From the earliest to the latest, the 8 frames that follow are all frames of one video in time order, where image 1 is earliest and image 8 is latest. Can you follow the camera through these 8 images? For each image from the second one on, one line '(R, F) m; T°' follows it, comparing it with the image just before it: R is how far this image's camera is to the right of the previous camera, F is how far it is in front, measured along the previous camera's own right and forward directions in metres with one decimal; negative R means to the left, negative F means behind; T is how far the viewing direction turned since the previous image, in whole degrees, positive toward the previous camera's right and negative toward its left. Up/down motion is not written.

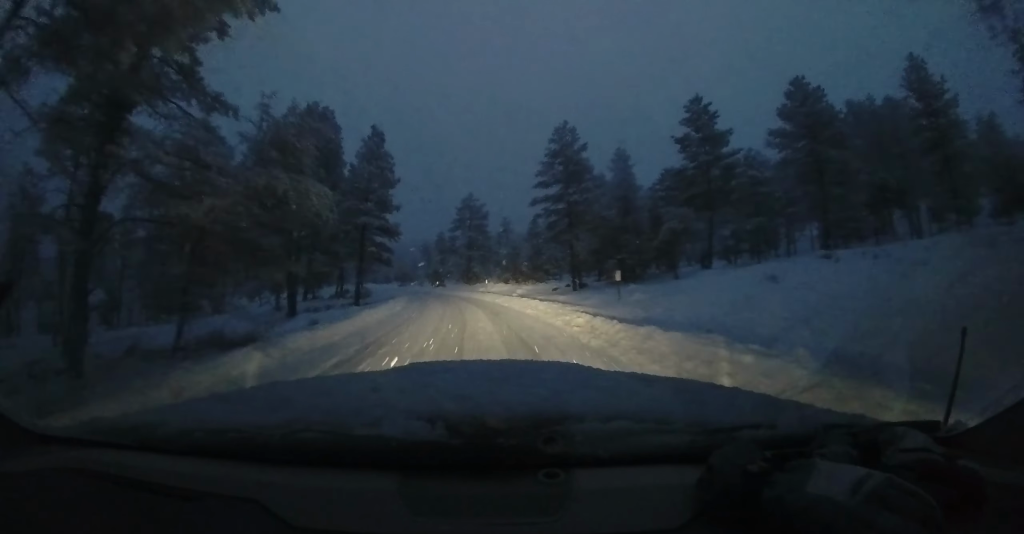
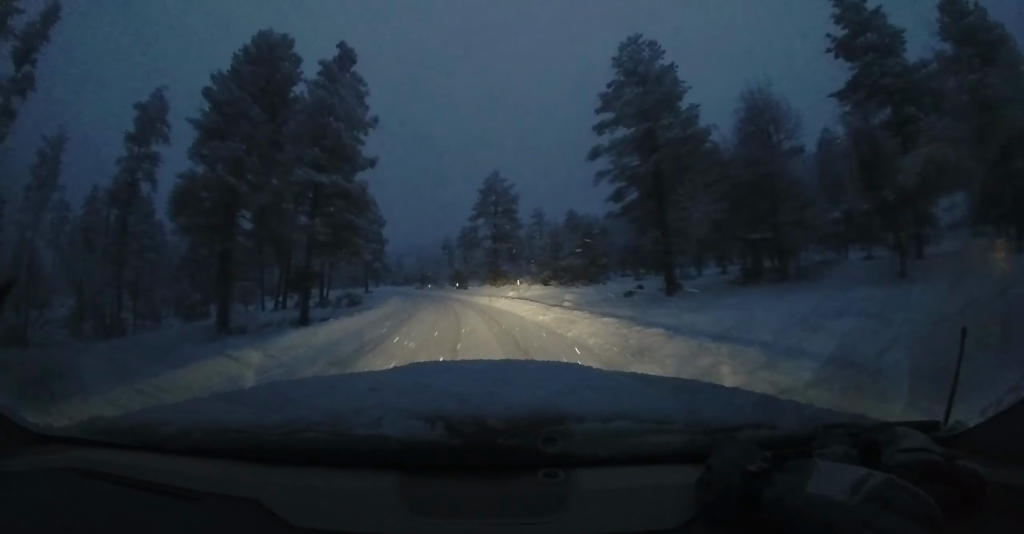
(-0.9, +12.9) m; -5°
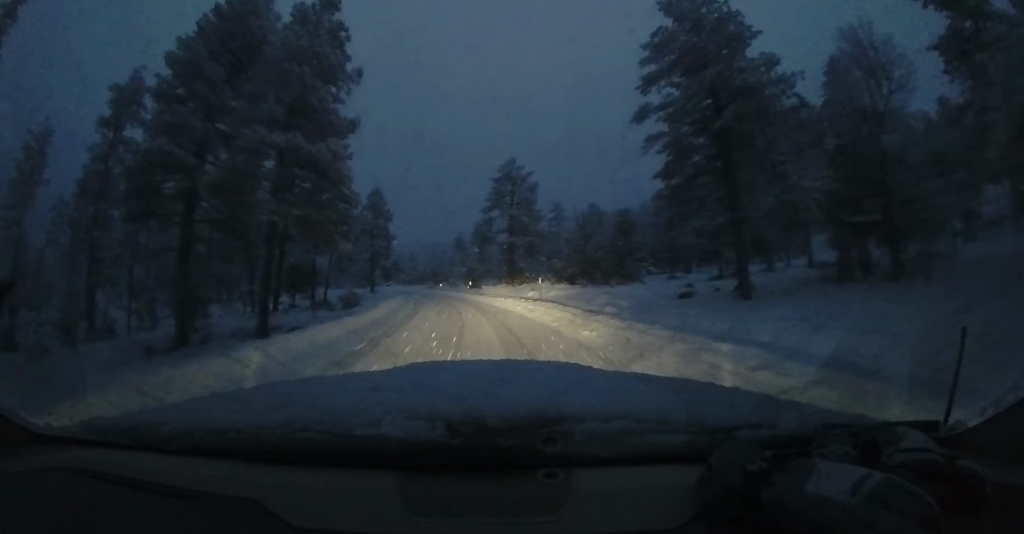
(0.0, +4.9) m; -1°
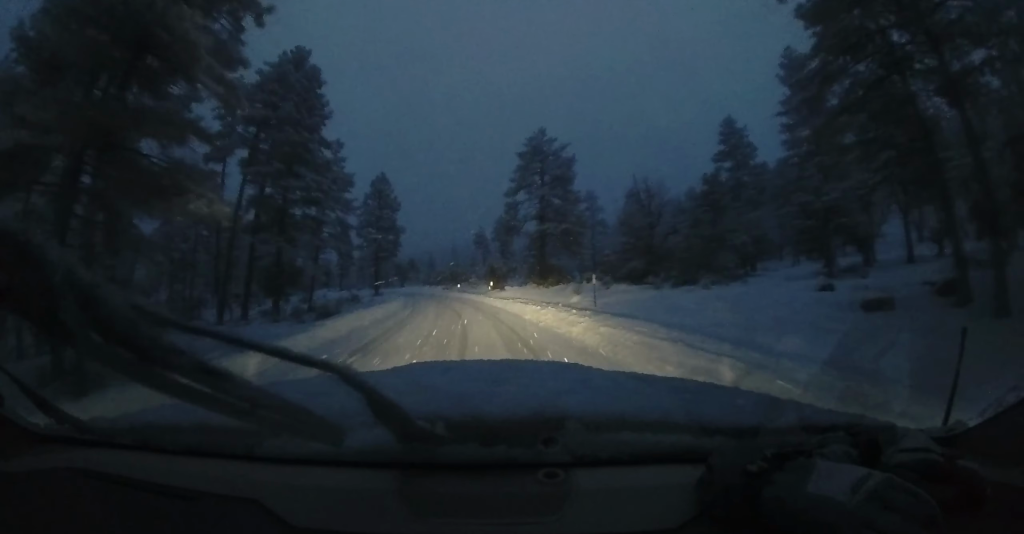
(-0.1, +8.9) m; -2°
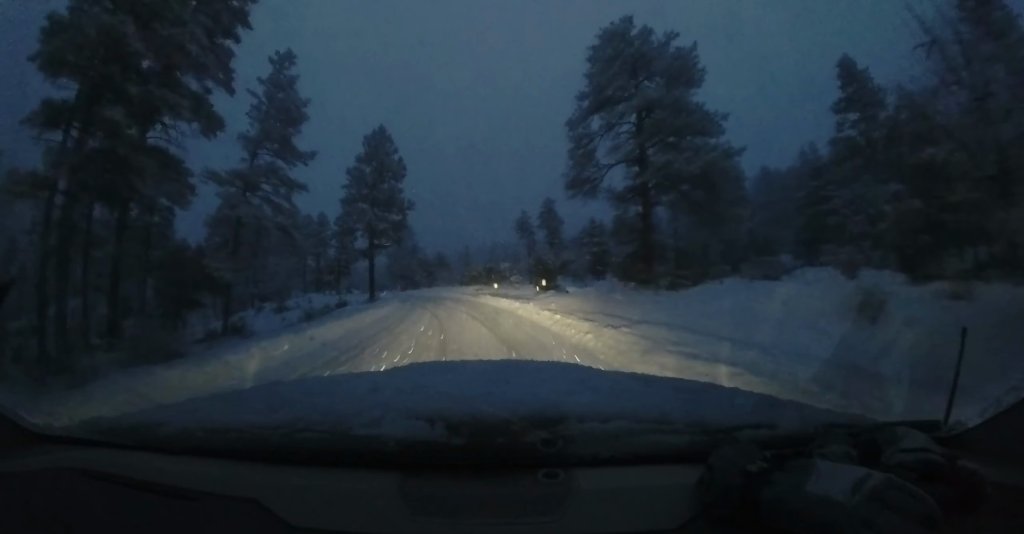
(-0.7, +15.5) m; -5°
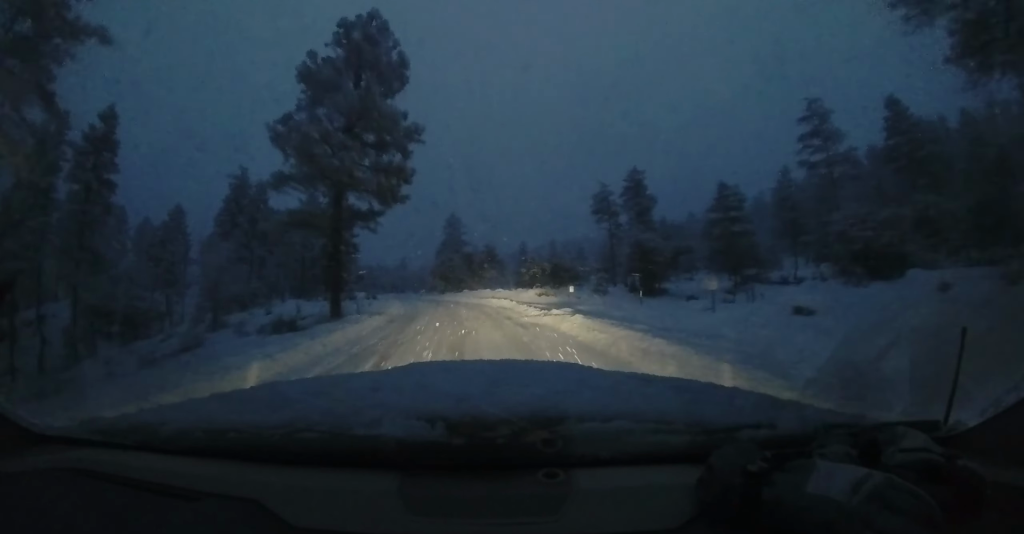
(-1.1, +16.6) m; -10°
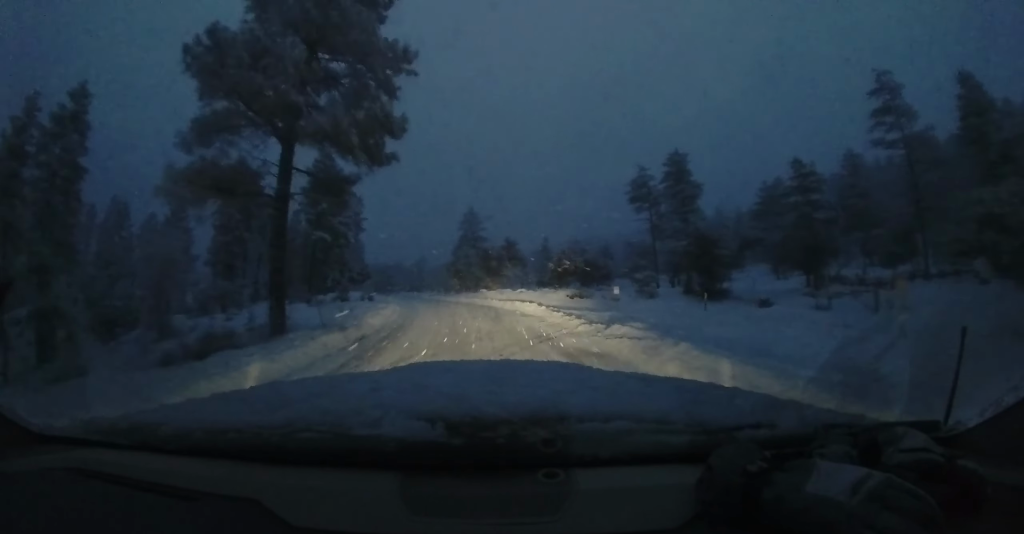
(-0.1, +5.9) m; -5°
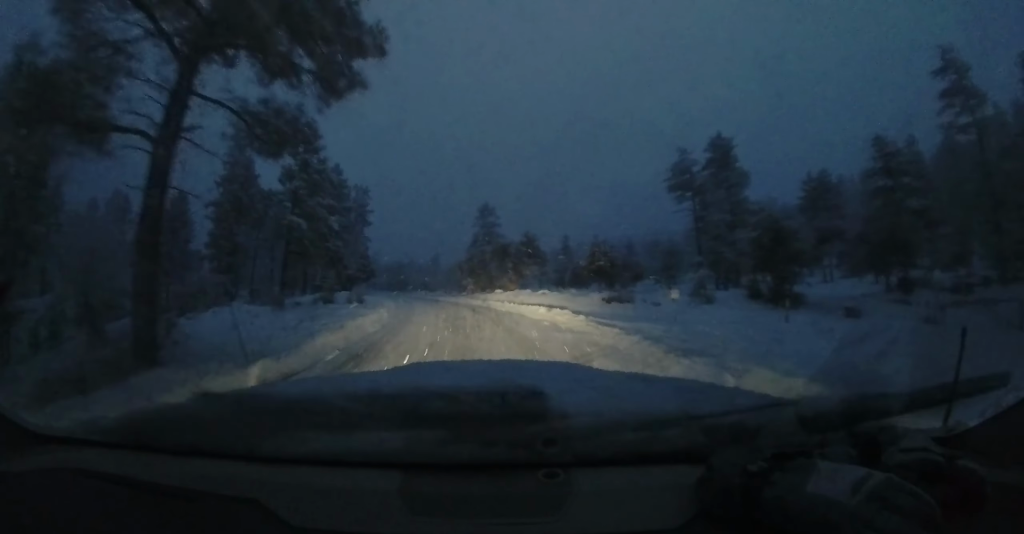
(-0.3, +4.9) m; -6°
